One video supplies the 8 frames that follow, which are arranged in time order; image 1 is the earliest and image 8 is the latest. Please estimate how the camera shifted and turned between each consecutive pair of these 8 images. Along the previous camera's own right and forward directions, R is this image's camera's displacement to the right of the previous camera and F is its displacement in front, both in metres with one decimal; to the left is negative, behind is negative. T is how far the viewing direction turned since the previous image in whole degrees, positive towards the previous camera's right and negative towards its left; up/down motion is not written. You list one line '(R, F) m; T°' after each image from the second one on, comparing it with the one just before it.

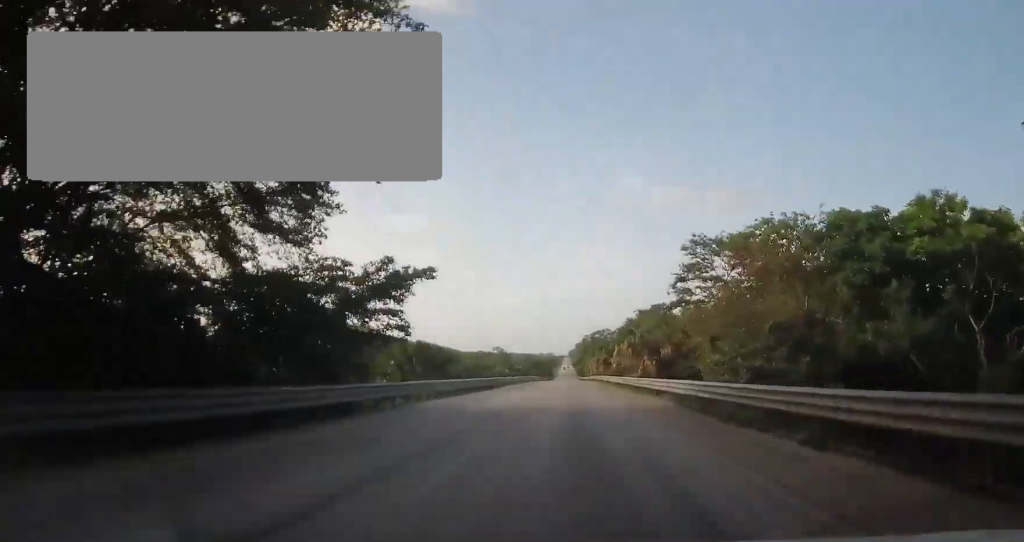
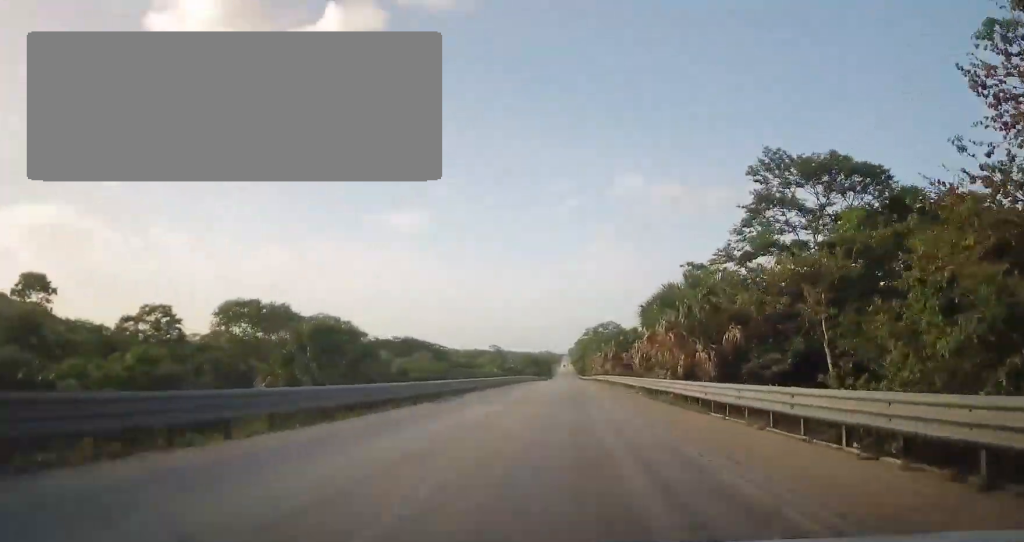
(0.0, +18.9) m; 0°
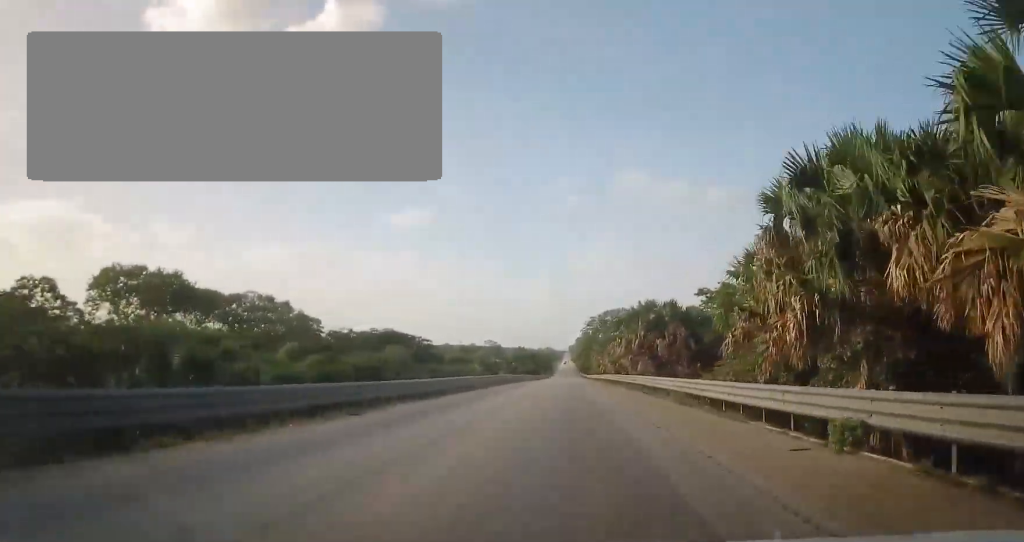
(-0.1, +26.0) m; 0°
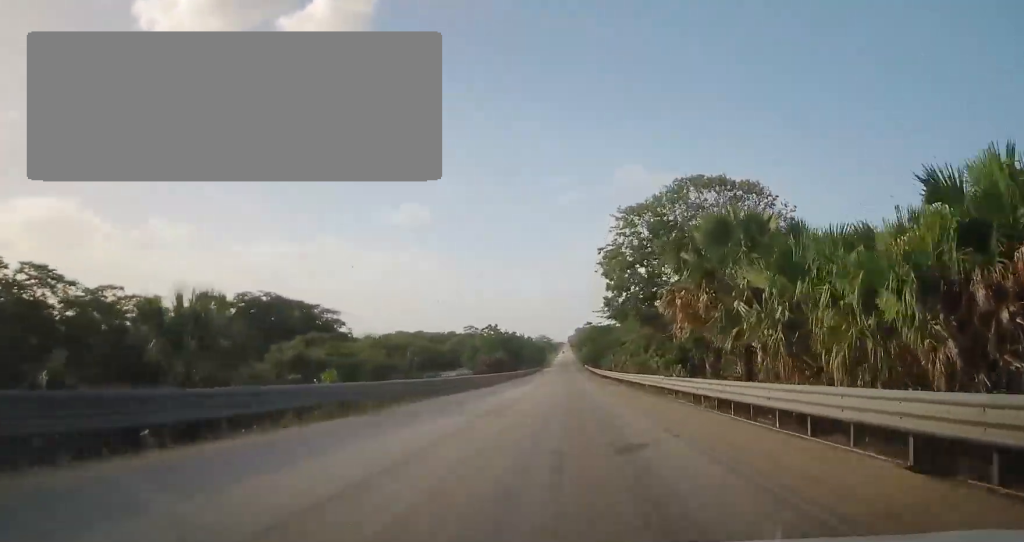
(+0.3, +79.3) m; 0°
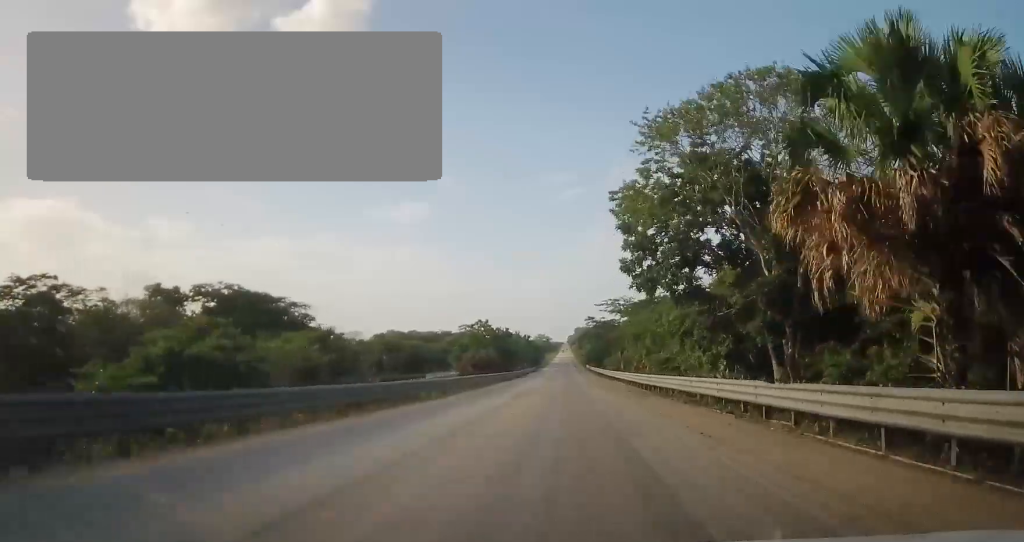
(-0.5, +14.5) m; 0°
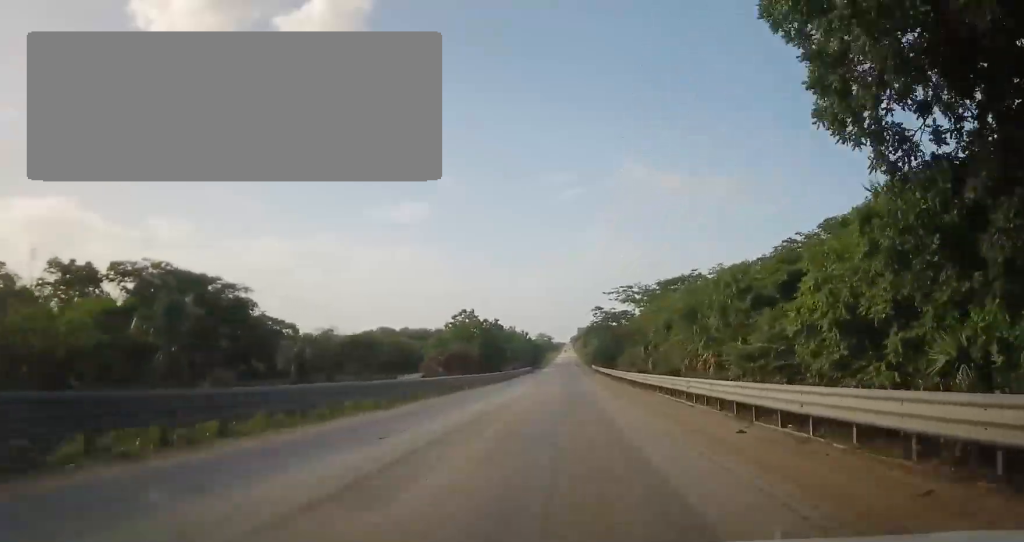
(+0.7, +21.8) m; +1°
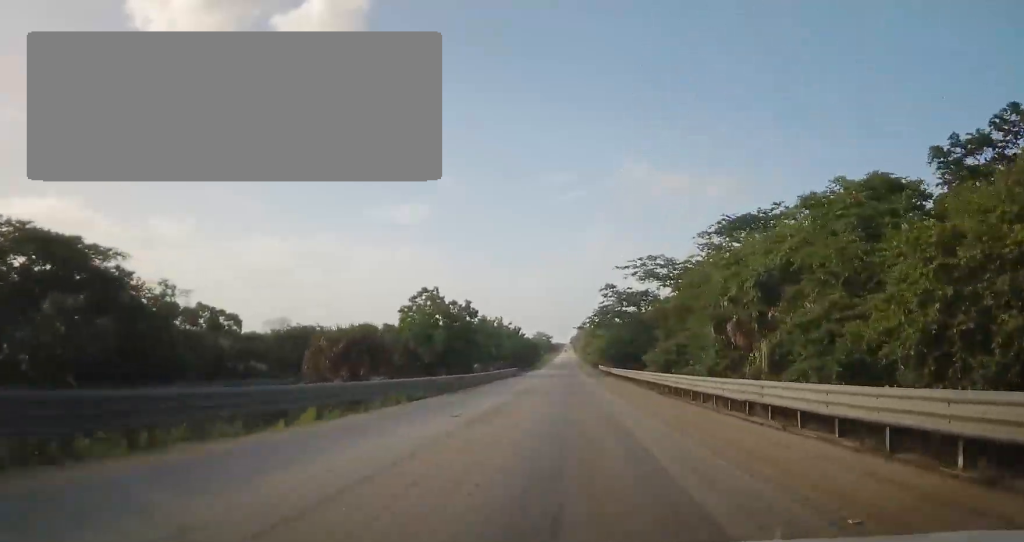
(0.0, +27.7) m; 0°
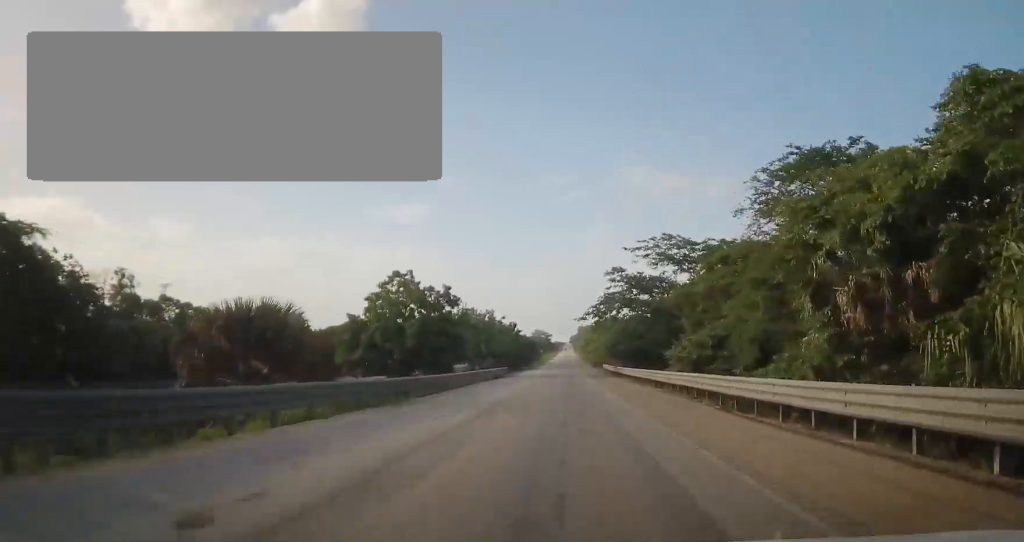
(0.0, +12.2) m; 0°
